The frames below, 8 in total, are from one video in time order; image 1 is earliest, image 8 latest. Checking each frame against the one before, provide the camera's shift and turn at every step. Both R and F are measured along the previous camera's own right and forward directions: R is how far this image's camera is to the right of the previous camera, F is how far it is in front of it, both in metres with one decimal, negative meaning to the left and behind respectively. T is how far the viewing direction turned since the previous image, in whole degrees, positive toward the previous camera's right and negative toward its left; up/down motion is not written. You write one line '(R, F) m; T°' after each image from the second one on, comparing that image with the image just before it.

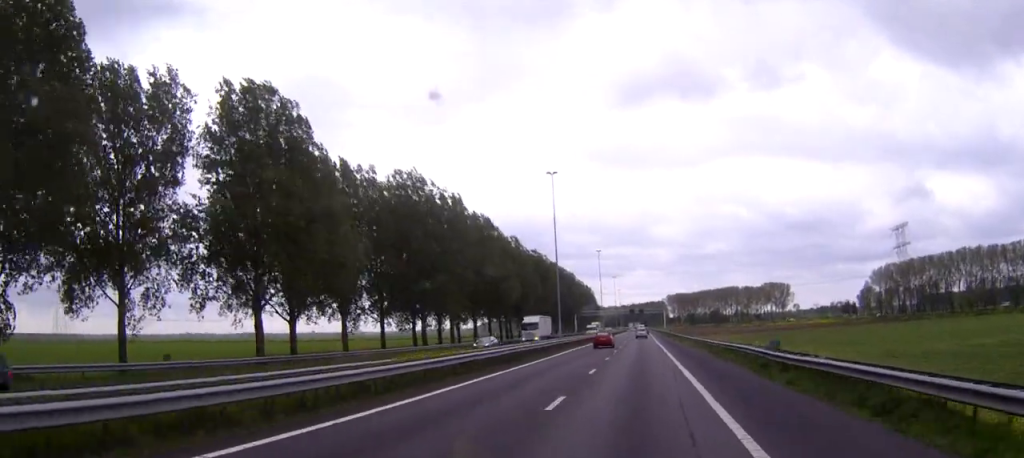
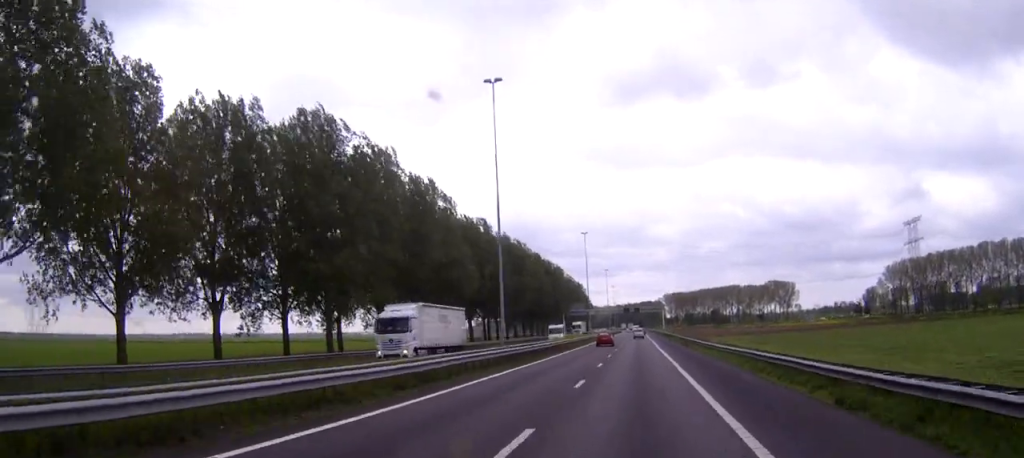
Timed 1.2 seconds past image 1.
(0.0, +30.1) m; 0°
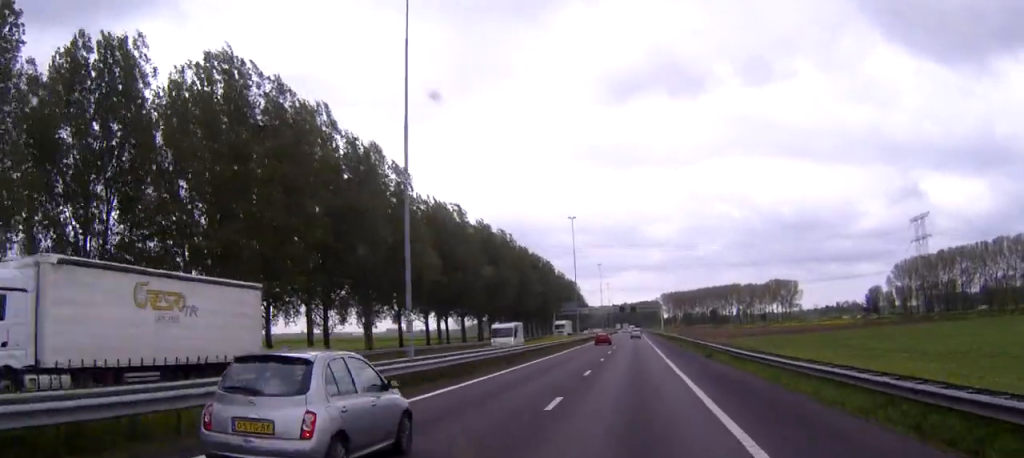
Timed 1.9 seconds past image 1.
(0.0, +18.3) m; 0°
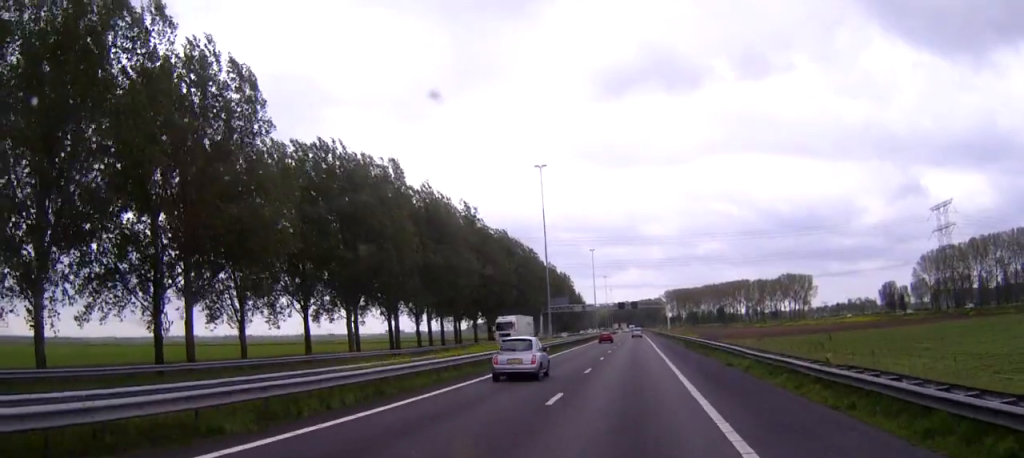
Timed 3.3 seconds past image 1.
(+0.1, +34.9) m; 0°
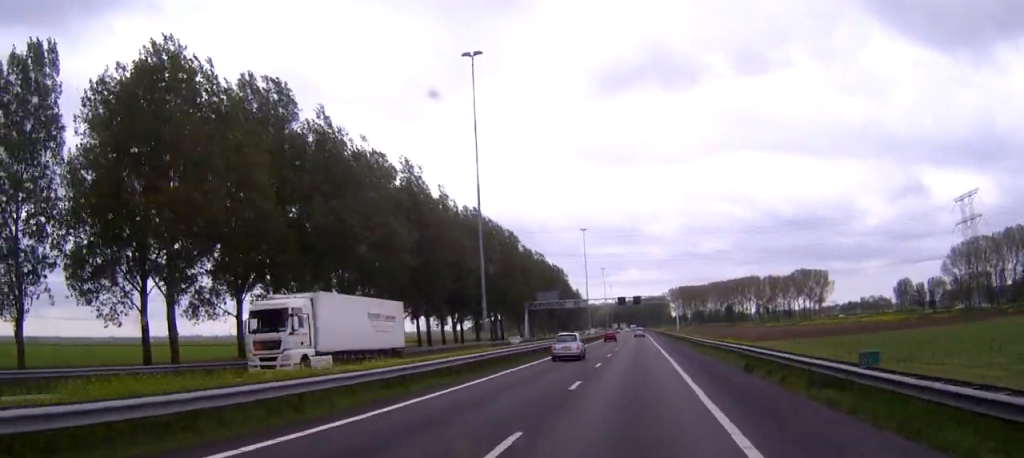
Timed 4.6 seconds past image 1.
(-0.1, +31.9) m; 0°
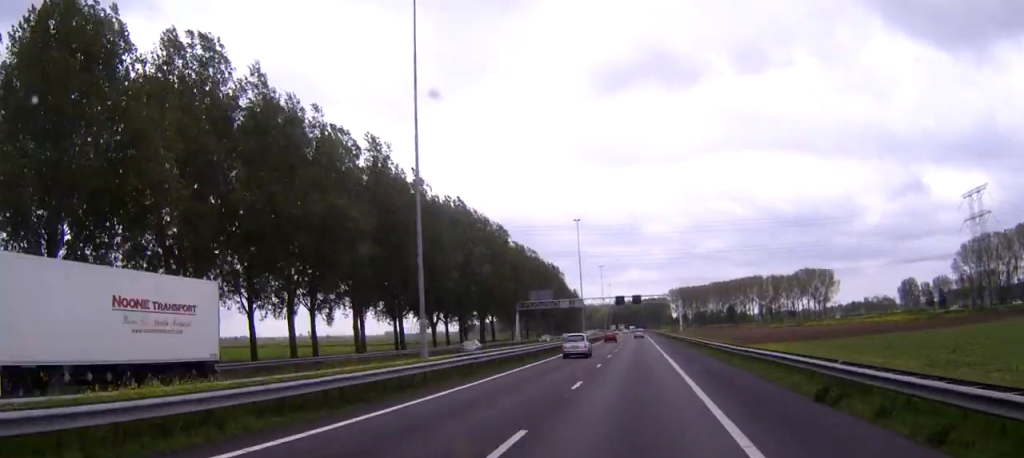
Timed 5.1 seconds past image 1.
(0.0, +11.8) m; 0°
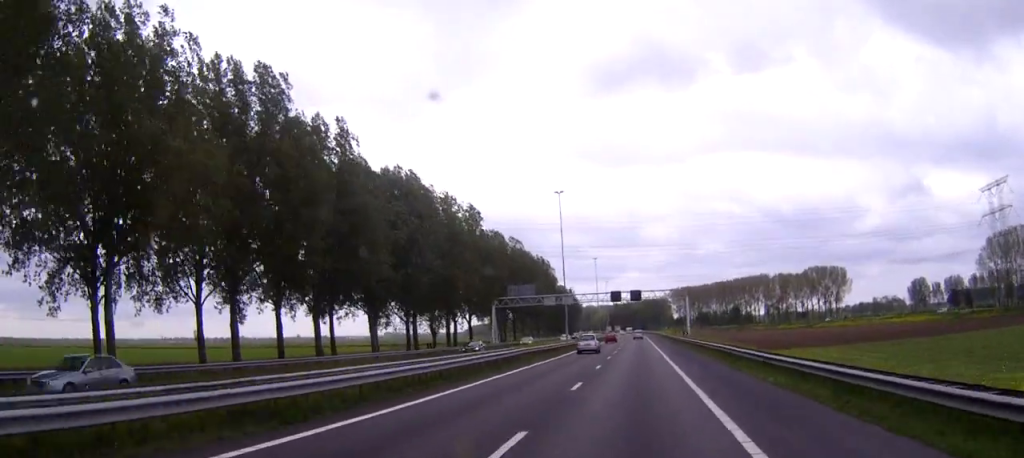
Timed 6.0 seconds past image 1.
(0.0, +24.6) m; 0°
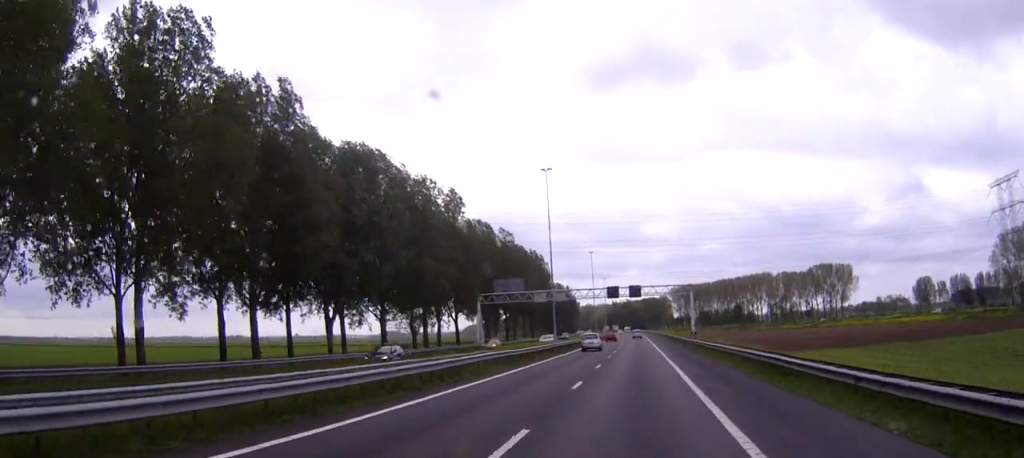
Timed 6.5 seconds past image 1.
(0.0, +11.9) m; 0°
